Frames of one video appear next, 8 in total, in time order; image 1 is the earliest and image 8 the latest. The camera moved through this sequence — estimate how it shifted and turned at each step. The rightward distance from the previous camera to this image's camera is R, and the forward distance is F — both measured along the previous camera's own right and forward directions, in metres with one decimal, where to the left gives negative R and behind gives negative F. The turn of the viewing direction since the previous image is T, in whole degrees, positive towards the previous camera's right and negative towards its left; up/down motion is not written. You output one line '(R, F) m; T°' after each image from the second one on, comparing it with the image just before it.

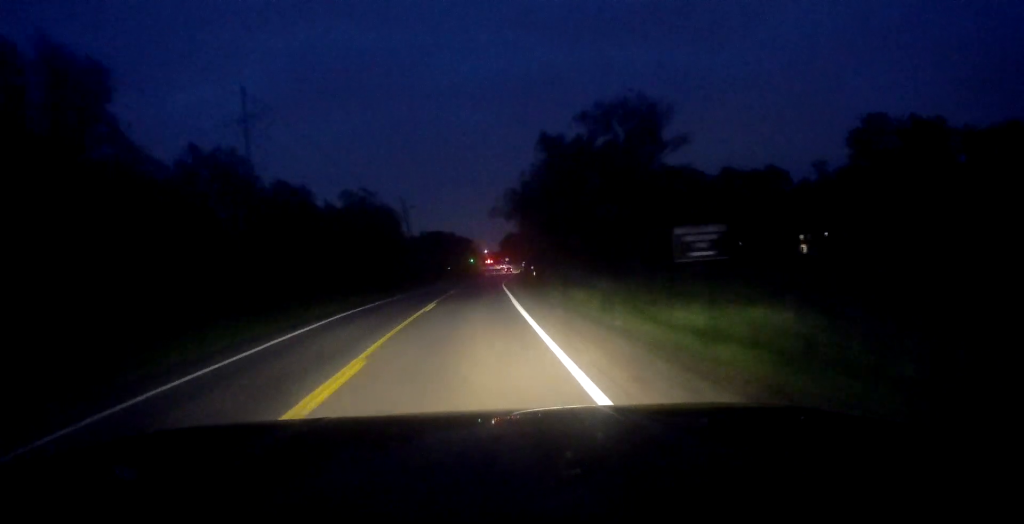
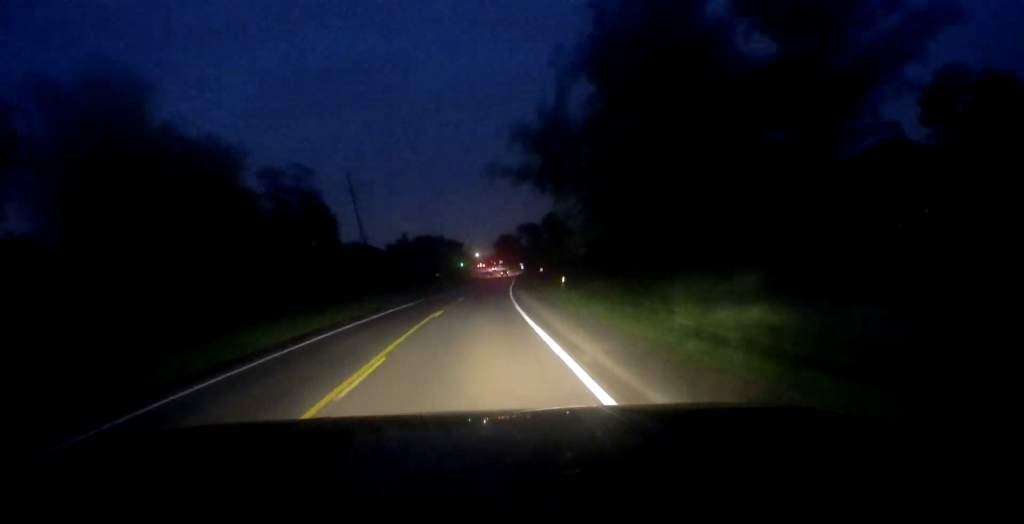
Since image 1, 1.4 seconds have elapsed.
(-0.2, +26.6) m; 0°
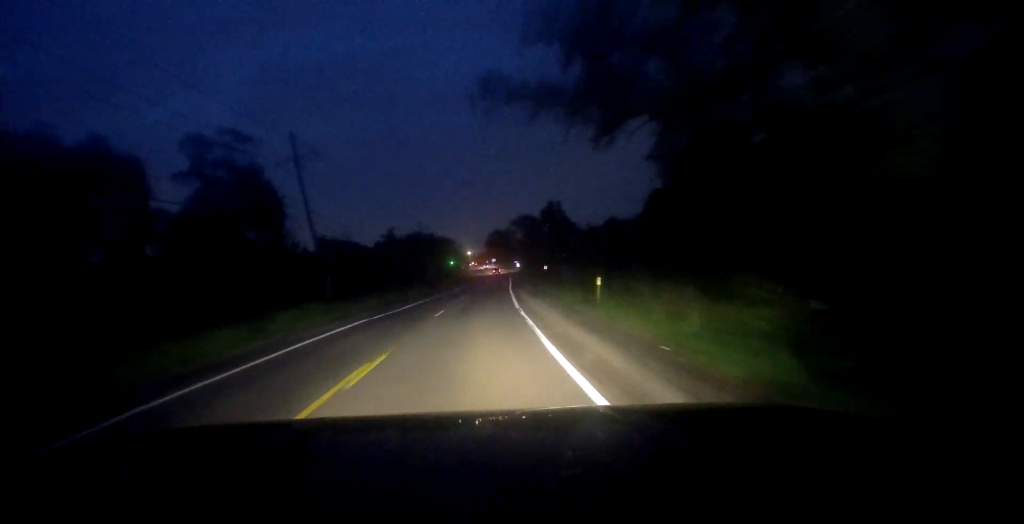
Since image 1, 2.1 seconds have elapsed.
(+0.1, +15.2) m; +1°
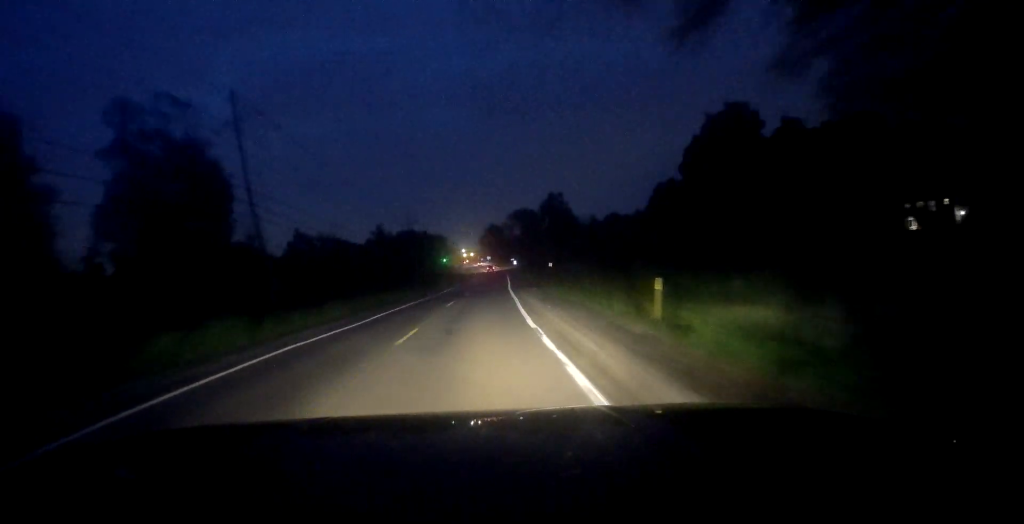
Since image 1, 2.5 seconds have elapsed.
(0.0, +10.4) m; 0°
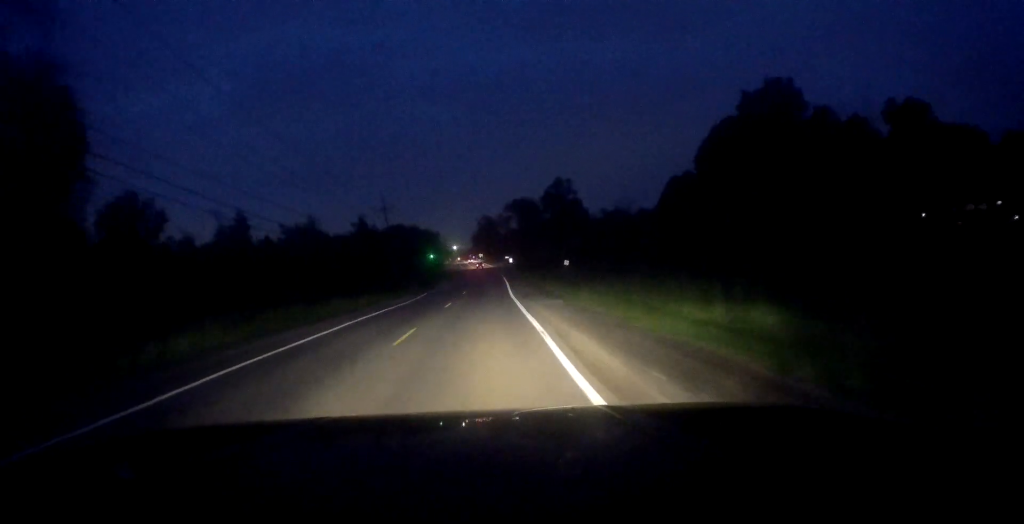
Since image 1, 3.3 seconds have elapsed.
(+0.1, +14.5) m; +1°
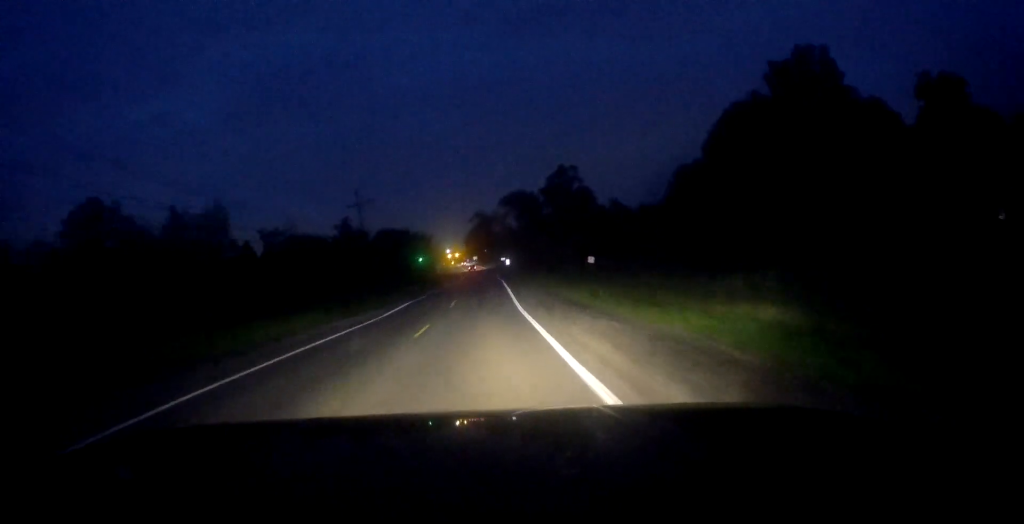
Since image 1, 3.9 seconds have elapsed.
(+0.1, +10.7) m; +1°
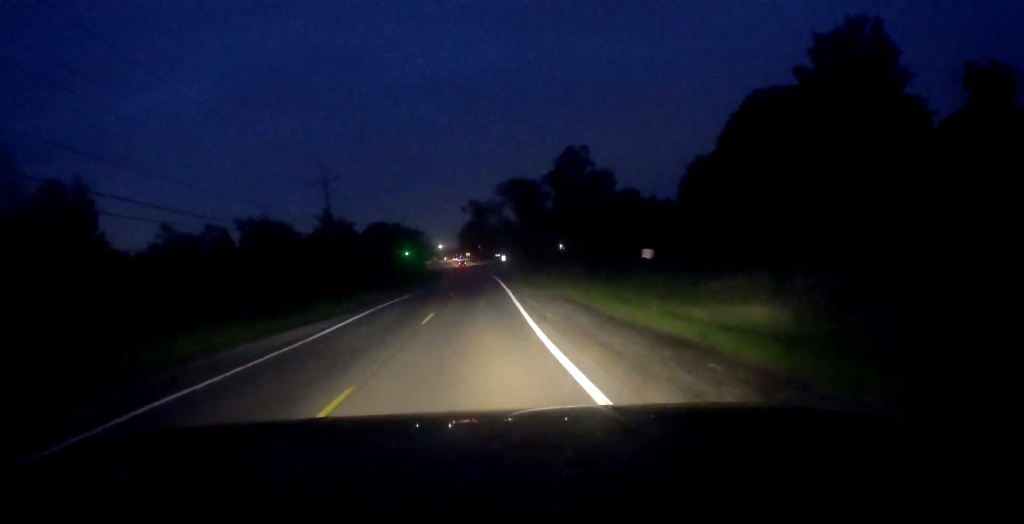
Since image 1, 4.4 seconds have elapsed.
(+0.1, +10.7) m; +1°
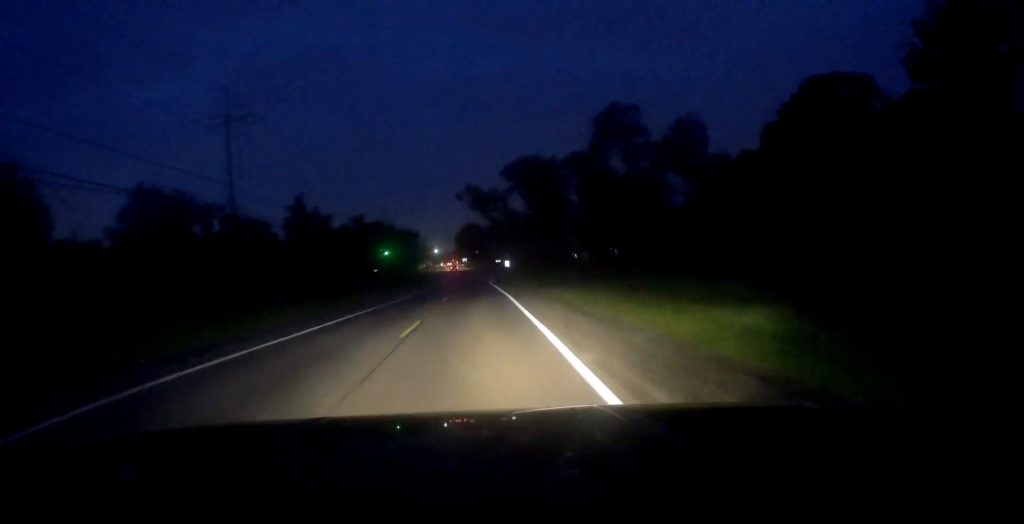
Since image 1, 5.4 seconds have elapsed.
(+0.2, +19.8) m; +2°
